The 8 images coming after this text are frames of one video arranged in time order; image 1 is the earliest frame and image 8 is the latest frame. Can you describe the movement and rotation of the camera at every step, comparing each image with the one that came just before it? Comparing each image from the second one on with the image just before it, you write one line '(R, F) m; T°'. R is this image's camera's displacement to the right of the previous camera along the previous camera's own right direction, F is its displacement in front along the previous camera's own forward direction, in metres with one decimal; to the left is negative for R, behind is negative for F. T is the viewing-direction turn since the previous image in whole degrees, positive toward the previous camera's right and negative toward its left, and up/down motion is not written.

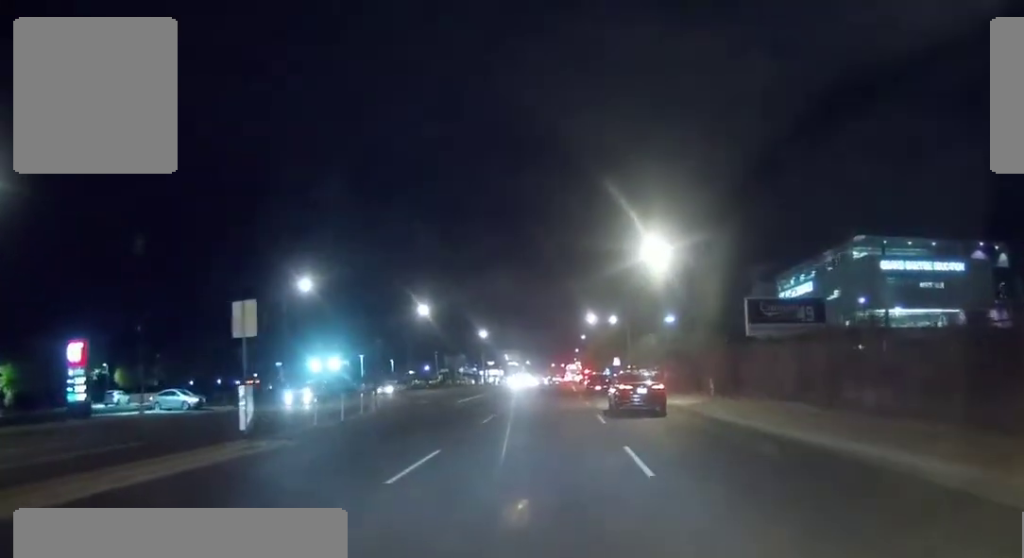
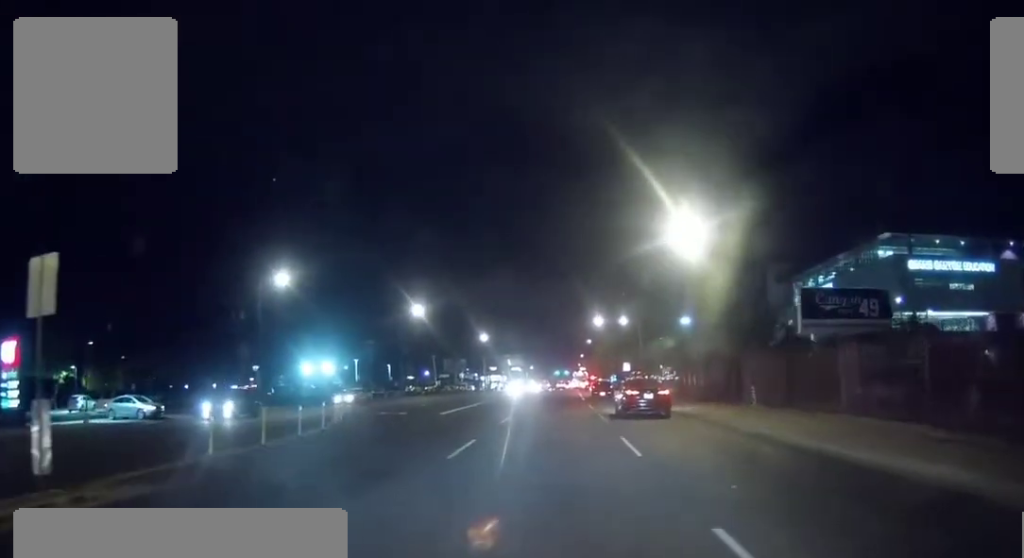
(0.0, +8.1) m; -1°
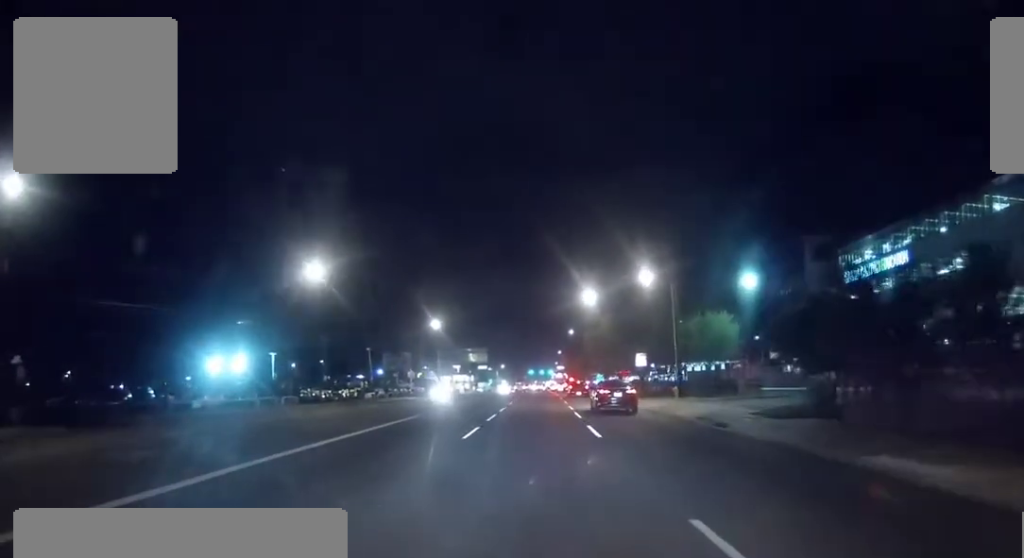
(-0.4, +36.0) m; +1°
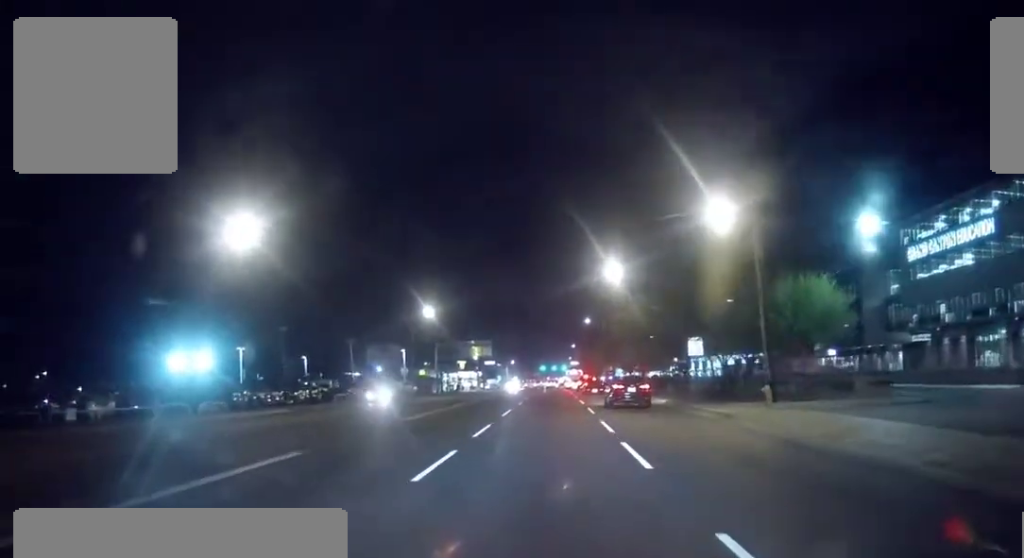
(0.0, +17.8) m; 0°
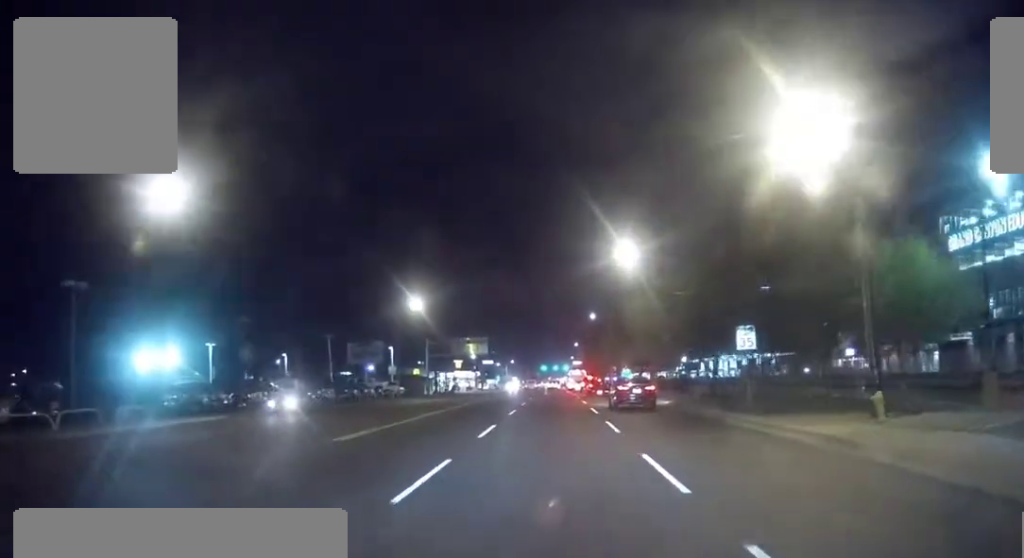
(0.0, +10.4) m; 0°
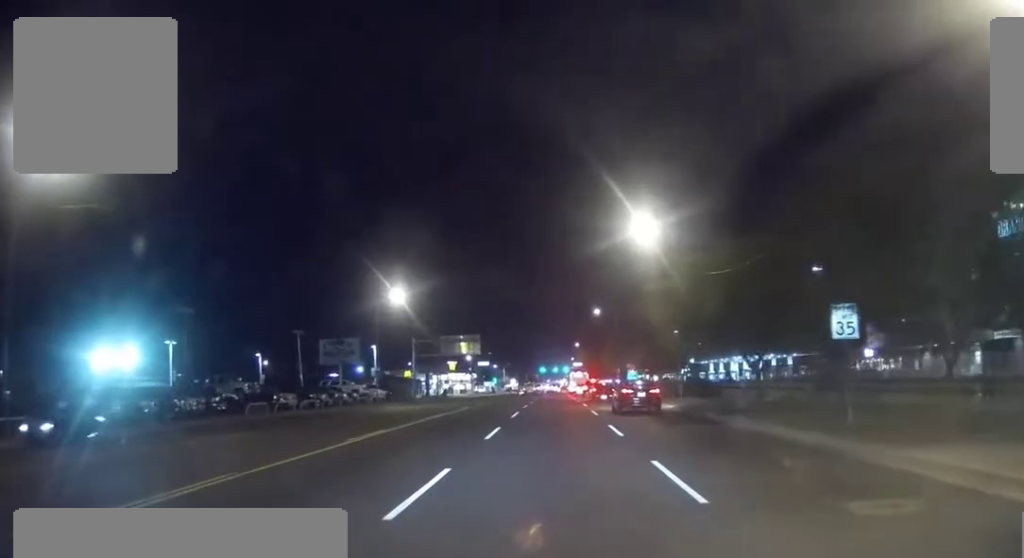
(+0.1, +10.8) m; -1°
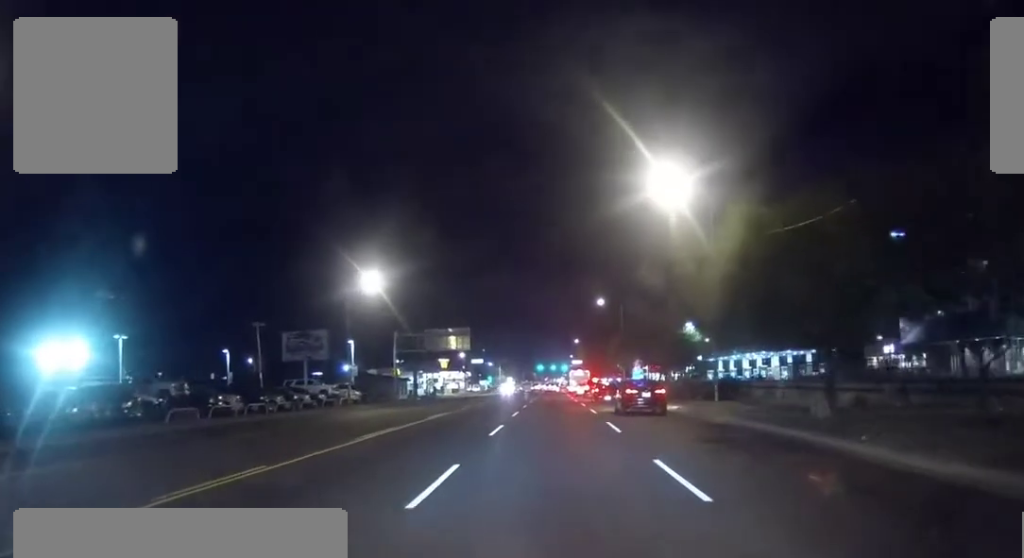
(-0.3, +10.8) m; 0°
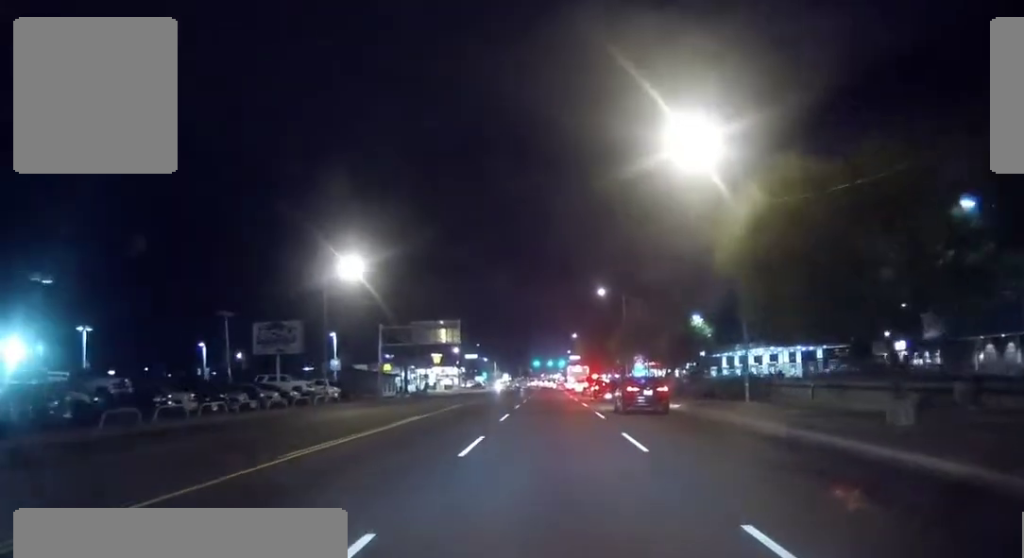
(-0.2, +6.4) m; 0°
